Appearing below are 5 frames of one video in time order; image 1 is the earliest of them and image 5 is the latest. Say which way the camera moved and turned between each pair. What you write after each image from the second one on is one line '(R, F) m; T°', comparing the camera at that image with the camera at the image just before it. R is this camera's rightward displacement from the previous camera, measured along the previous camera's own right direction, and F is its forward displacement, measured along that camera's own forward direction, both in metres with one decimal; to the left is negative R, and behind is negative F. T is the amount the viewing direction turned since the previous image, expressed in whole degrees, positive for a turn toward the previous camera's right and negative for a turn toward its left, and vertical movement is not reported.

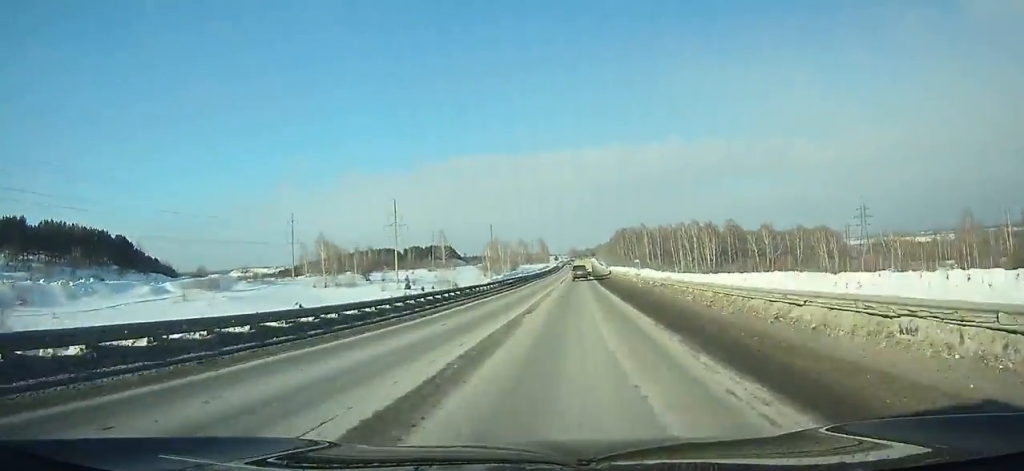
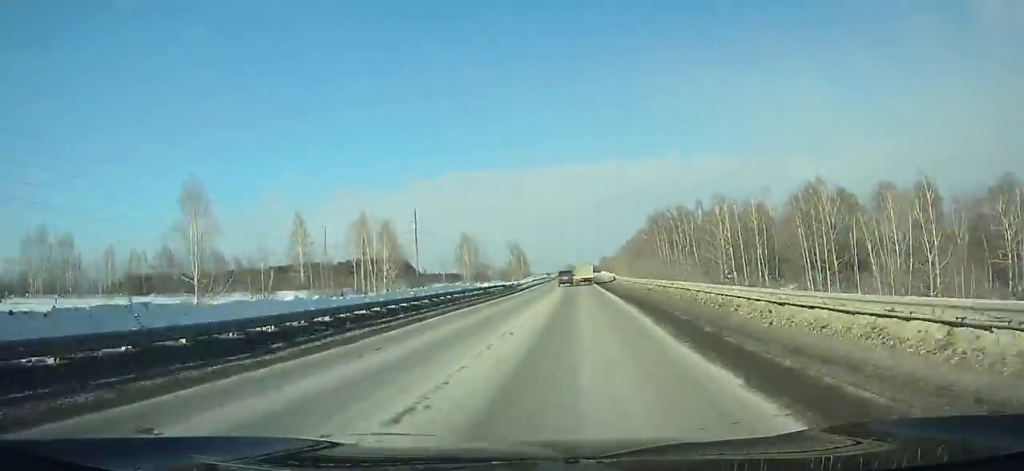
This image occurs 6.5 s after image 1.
(+0.2, +149.4) m; 0°
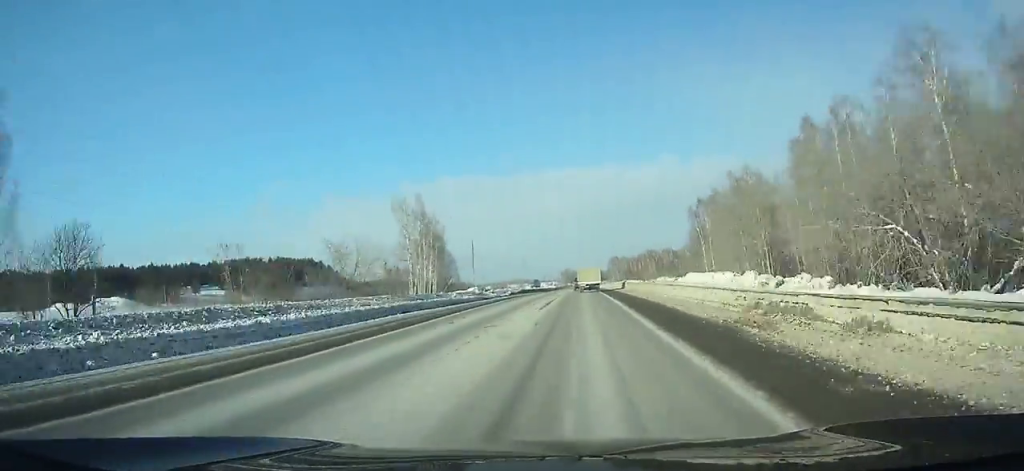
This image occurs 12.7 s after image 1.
(+0.1, +146.4) m; 0°
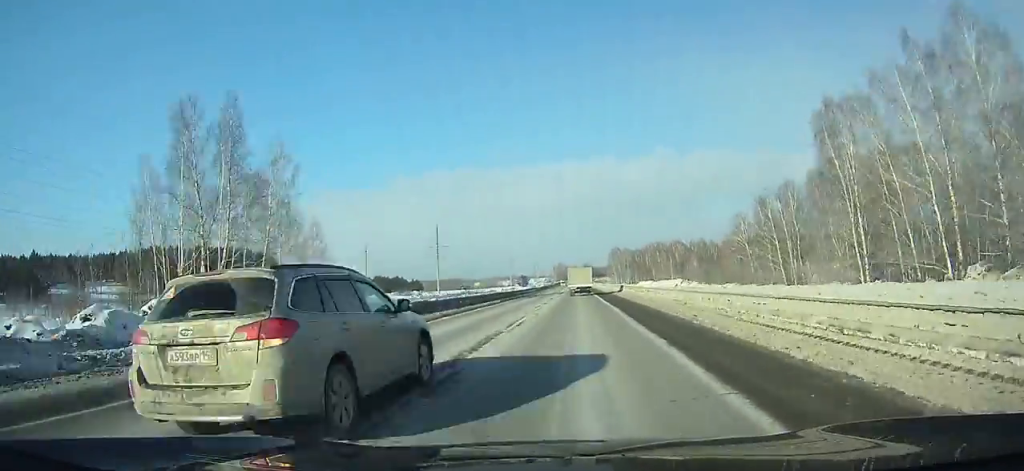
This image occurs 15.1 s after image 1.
(0.0, +55.9) m; 0°
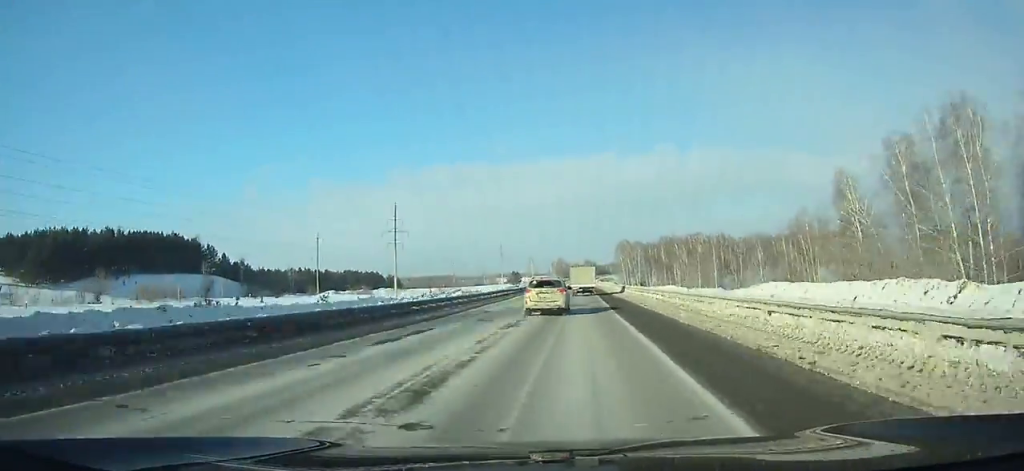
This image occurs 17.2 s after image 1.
(-0.1, +48.3) m; 0°
